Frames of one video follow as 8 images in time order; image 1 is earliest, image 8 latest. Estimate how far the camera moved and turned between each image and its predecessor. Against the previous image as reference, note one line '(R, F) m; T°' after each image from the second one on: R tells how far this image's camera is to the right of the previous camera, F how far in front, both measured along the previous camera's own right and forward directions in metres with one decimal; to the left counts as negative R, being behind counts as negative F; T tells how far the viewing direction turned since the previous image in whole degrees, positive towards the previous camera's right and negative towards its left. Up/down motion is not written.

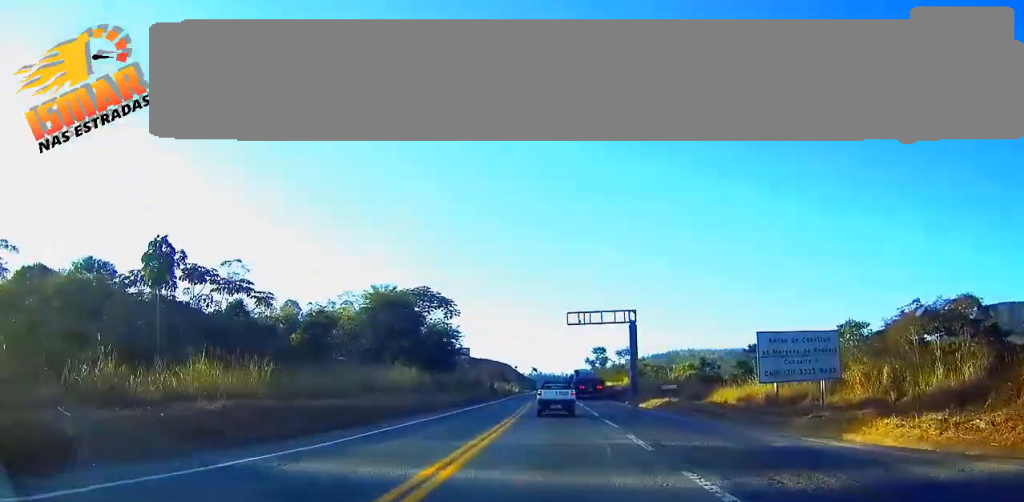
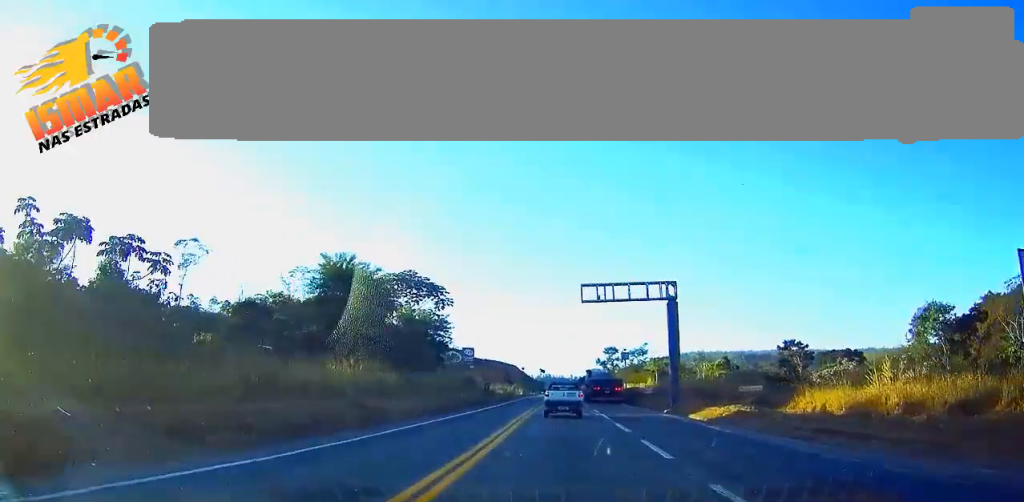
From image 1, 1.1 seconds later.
(0.0, +17.0) m; 0°
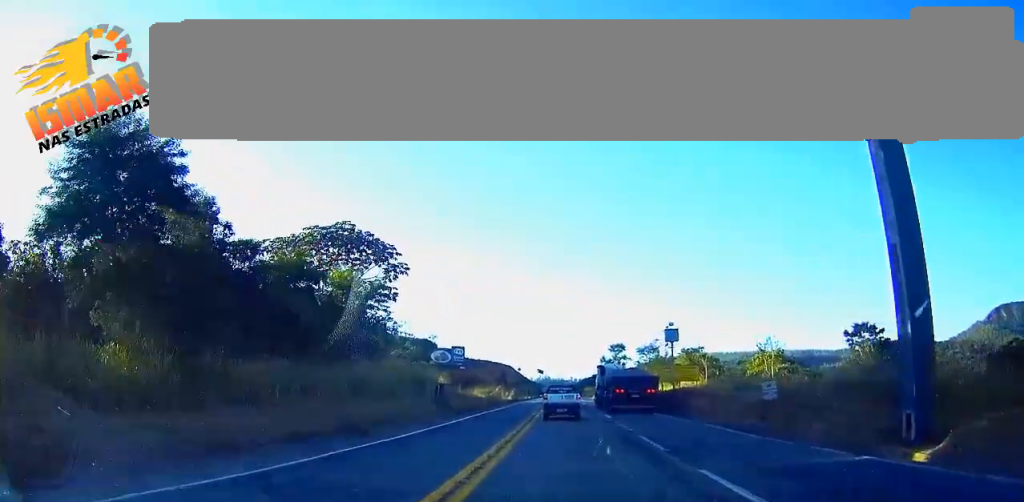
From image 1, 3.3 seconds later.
(-0.4, +31.0) m; -1°
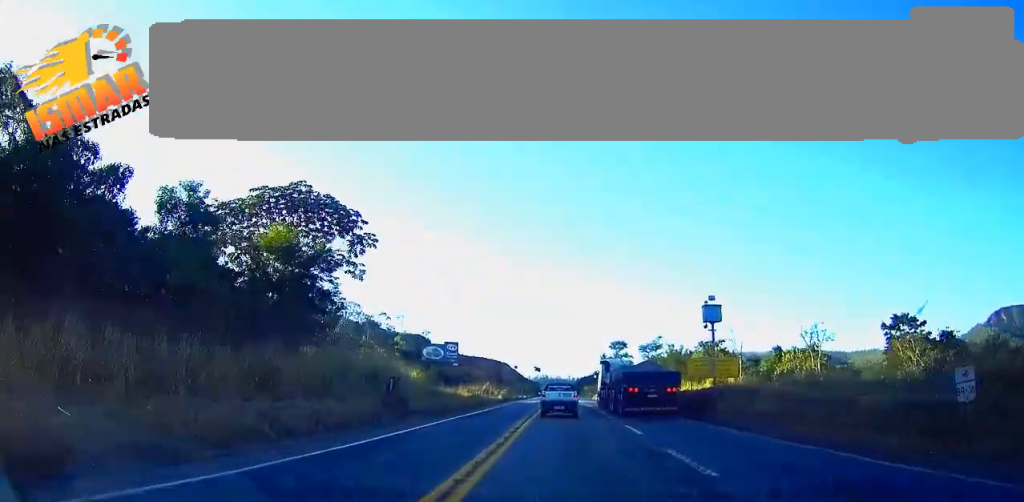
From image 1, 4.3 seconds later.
(0.0, +12.7) m; 0°
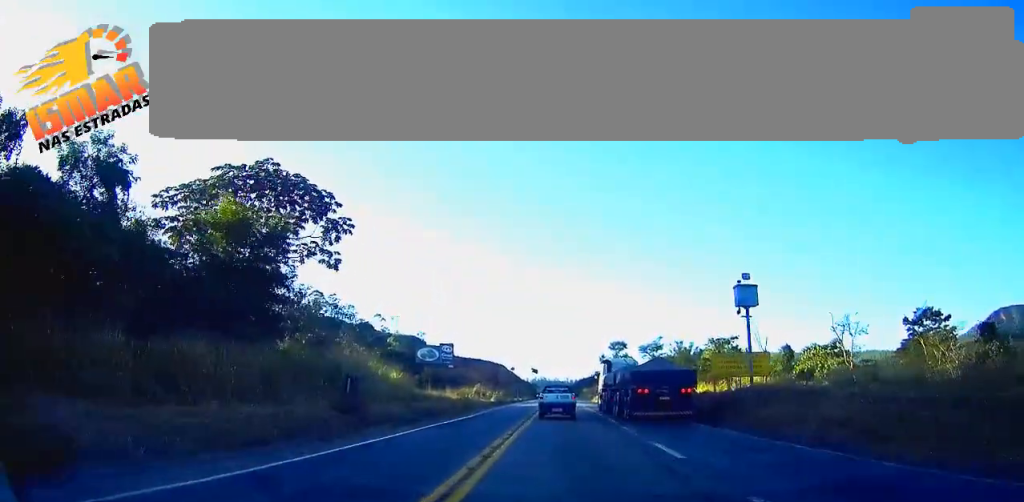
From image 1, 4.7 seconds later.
(0.0, +5.9) m; 0°
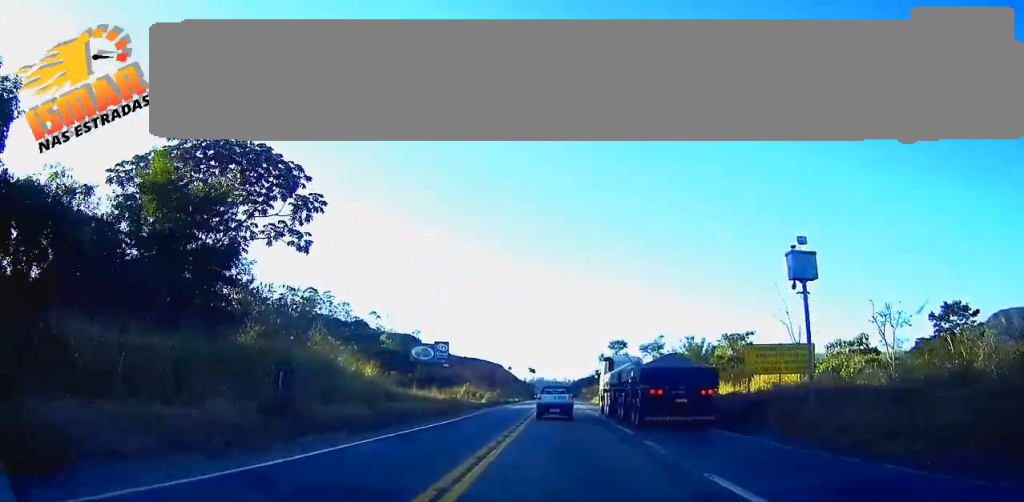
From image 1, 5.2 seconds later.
(0.0, +6.5) m; 0°
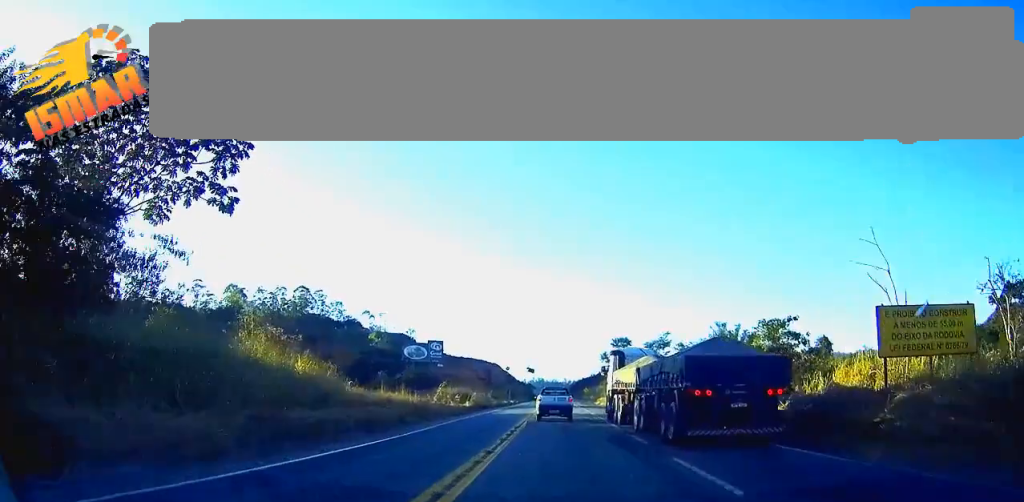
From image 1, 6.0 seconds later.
(+0.1, +11.7) m; +1°
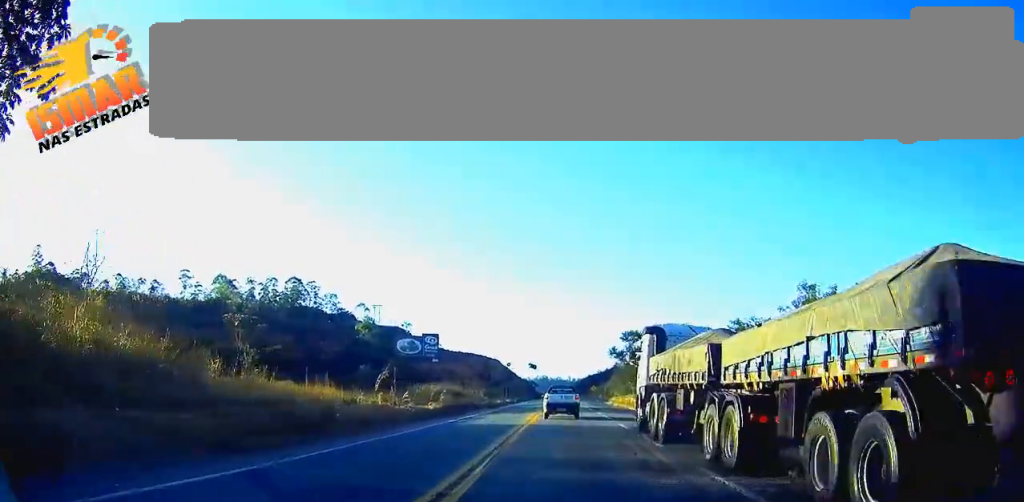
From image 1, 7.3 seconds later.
(+0.1, +18.2) m; 0°
